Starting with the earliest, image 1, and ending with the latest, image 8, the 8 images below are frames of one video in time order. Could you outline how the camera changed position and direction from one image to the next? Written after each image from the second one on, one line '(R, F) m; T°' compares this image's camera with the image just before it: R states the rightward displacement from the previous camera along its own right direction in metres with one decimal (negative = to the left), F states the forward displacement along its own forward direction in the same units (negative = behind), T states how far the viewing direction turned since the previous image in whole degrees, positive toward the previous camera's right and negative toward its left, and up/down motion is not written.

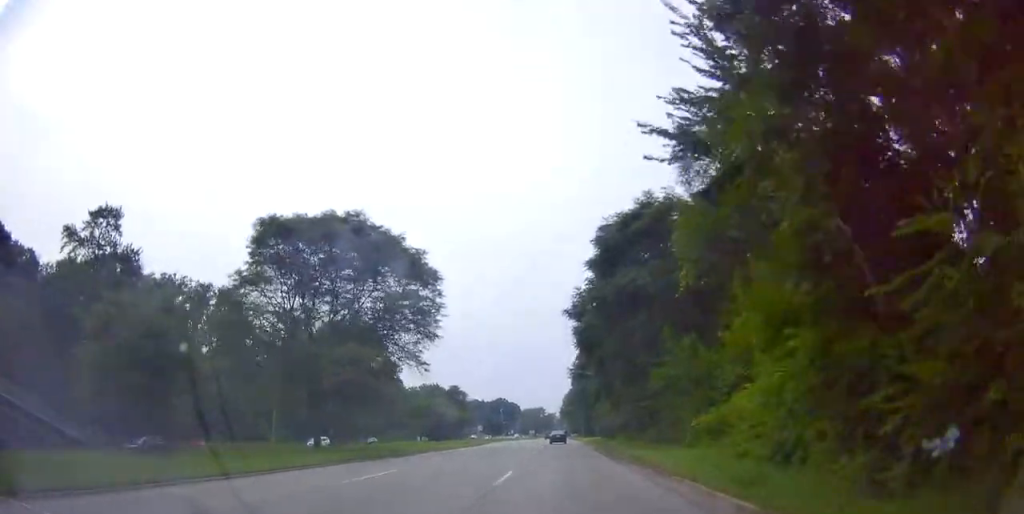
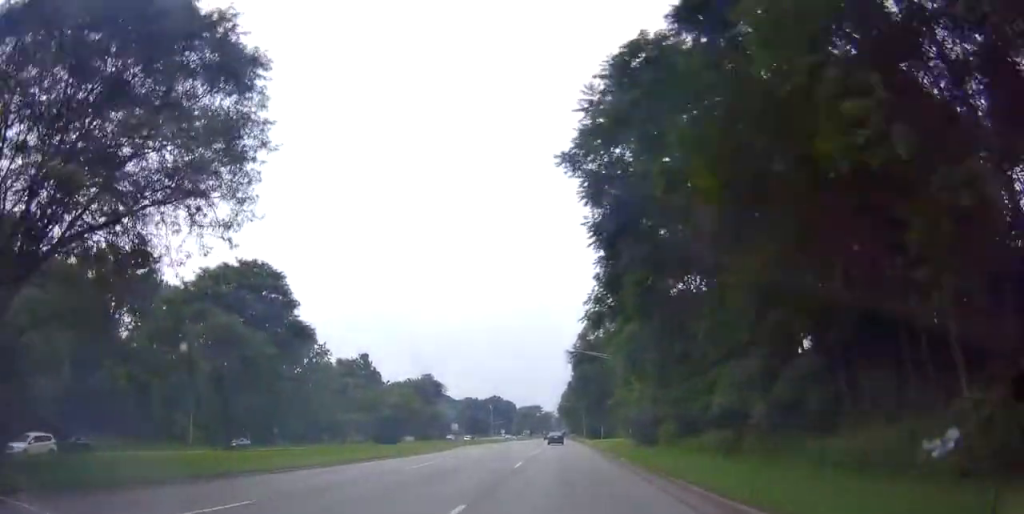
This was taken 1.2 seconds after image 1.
(+0.1, +24.0) m; +1°
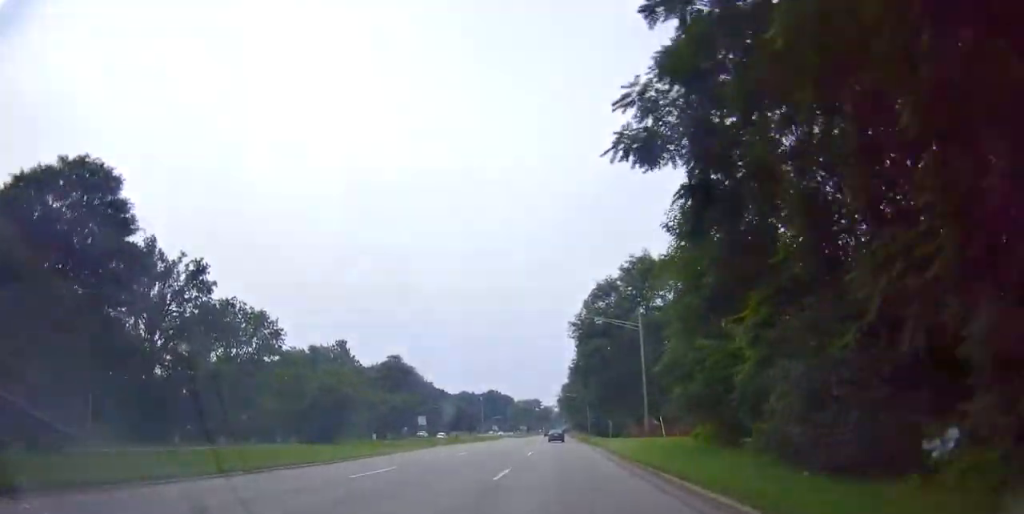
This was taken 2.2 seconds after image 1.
(+0.2, +19.4) m; 0°
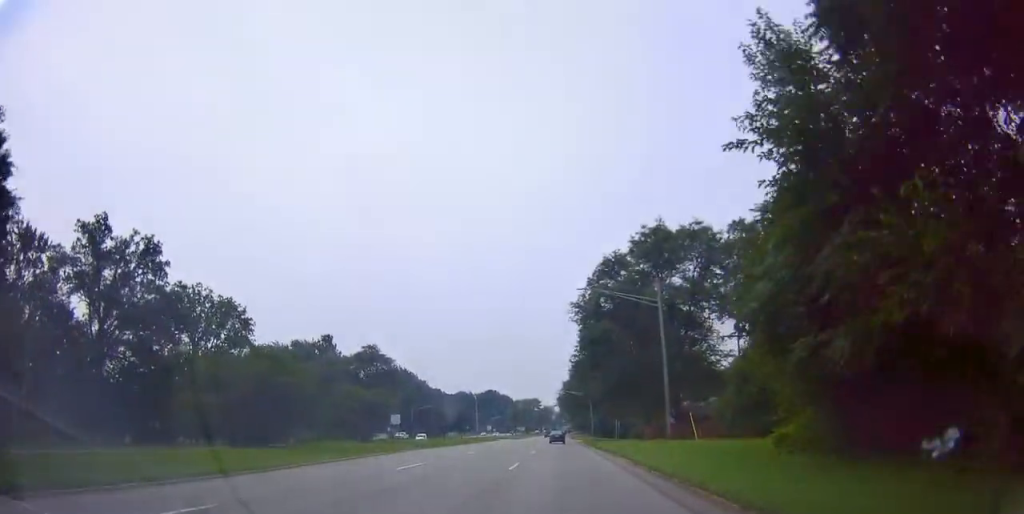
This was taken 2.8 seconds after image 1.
(-0.1, +9.5) m; -1°
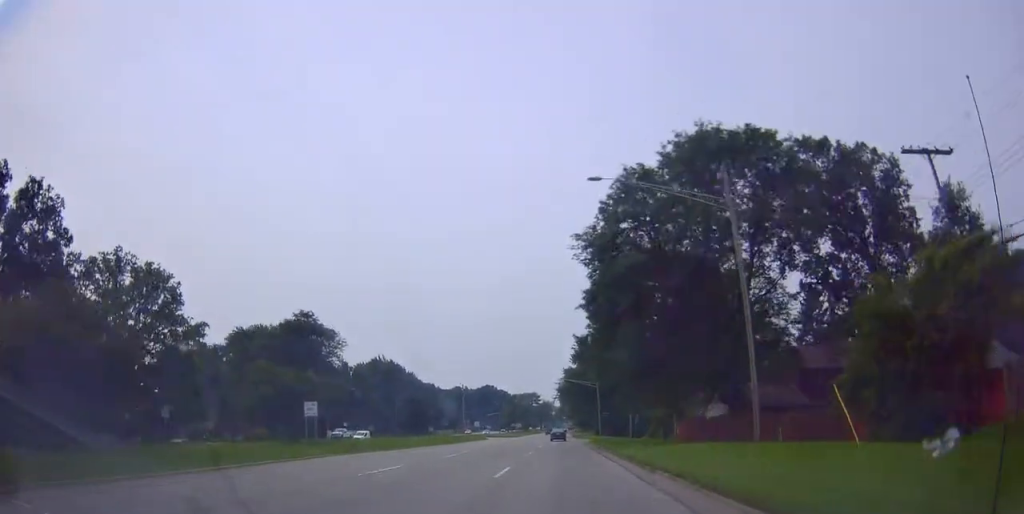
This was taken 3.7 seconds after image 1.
(-0.3, +16.7) m; -1°
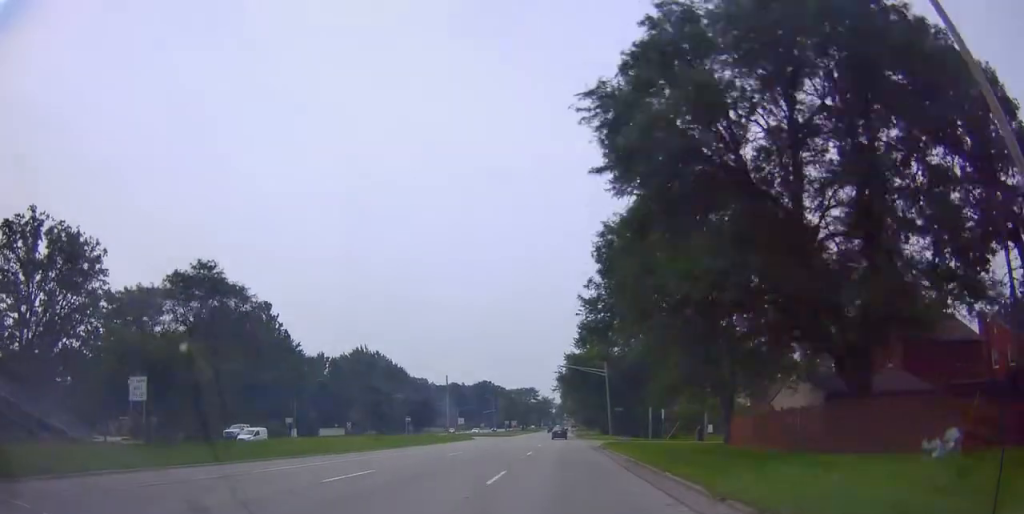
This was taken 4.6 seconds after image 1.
(0.0, +14.3) m; 0°
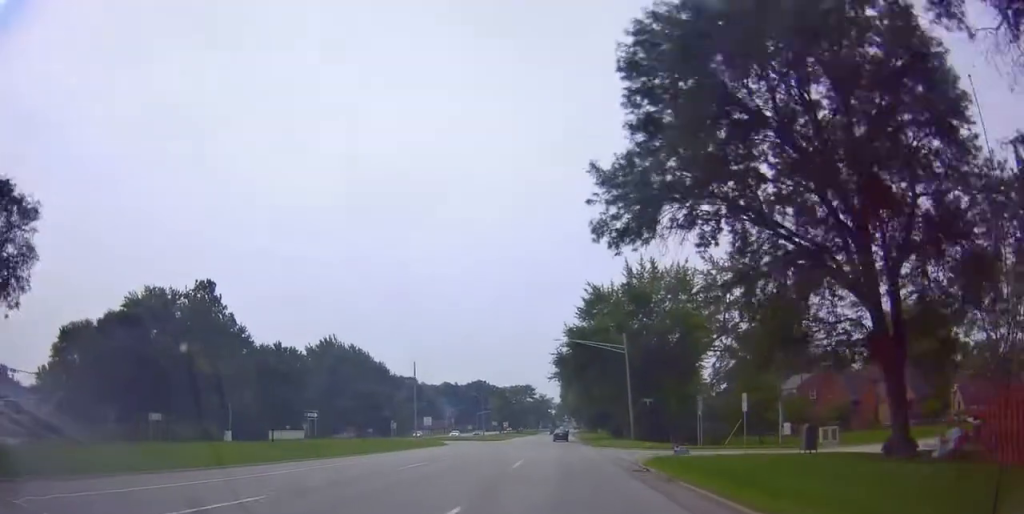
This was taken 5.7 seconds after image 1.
(0.0, +21.0) m; 0°
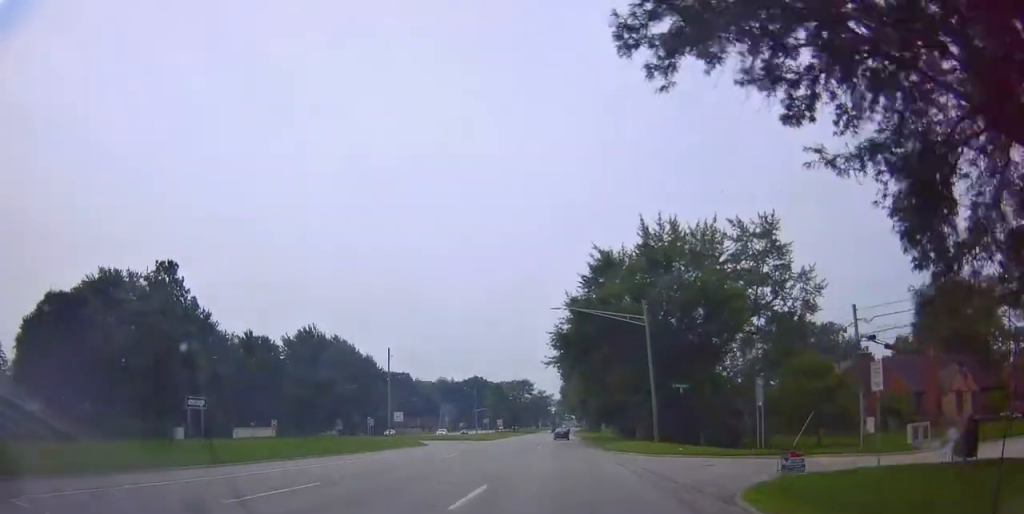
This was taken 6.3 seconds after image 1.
(0.0, +13.0) m; 0°
